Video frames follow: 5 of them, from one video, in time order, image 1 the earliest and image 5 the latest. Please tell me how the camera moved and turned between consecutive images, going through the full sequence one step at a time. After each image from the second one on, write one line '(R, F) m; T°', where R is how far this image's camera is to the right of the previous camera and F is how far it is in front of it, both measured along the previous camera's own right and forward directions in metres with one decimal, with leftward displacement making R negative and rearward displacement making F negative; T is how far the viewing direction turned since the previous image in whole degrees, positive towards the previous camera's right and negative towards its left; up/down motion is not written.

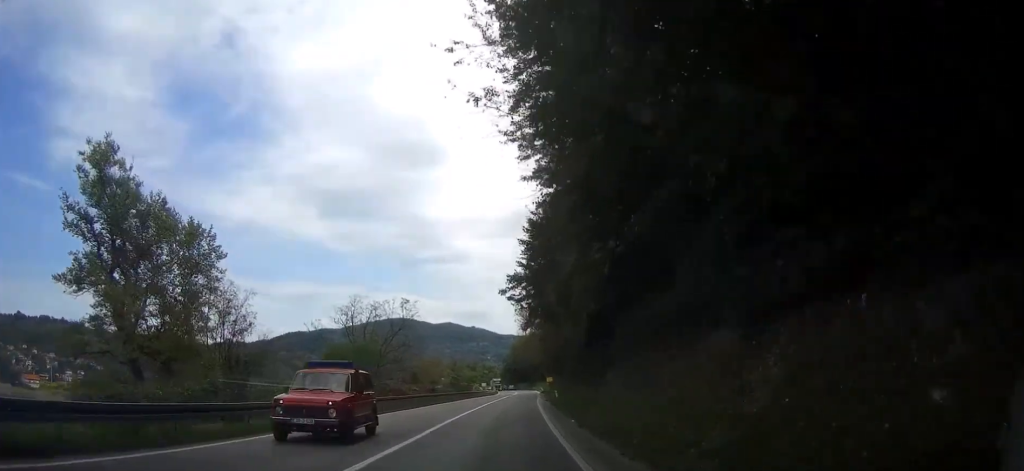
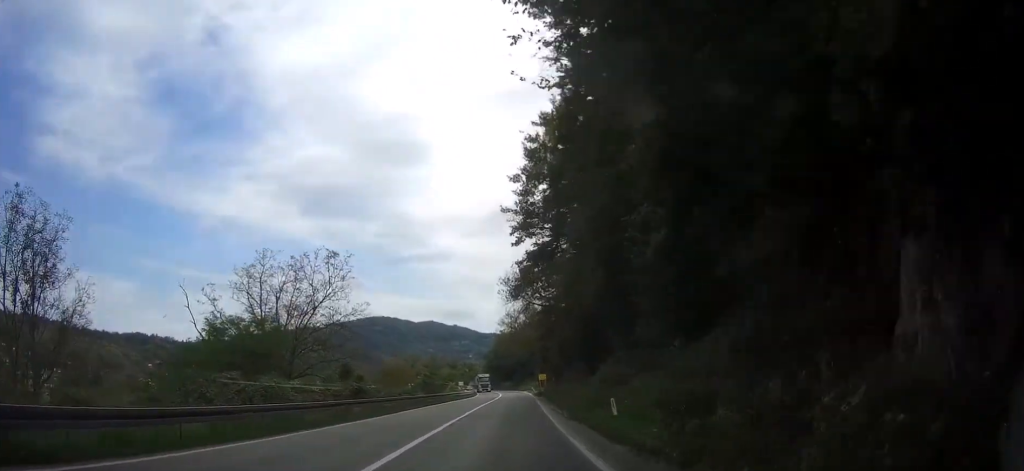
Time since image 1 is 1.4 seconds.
(+0.2, +29.0) m; +1°
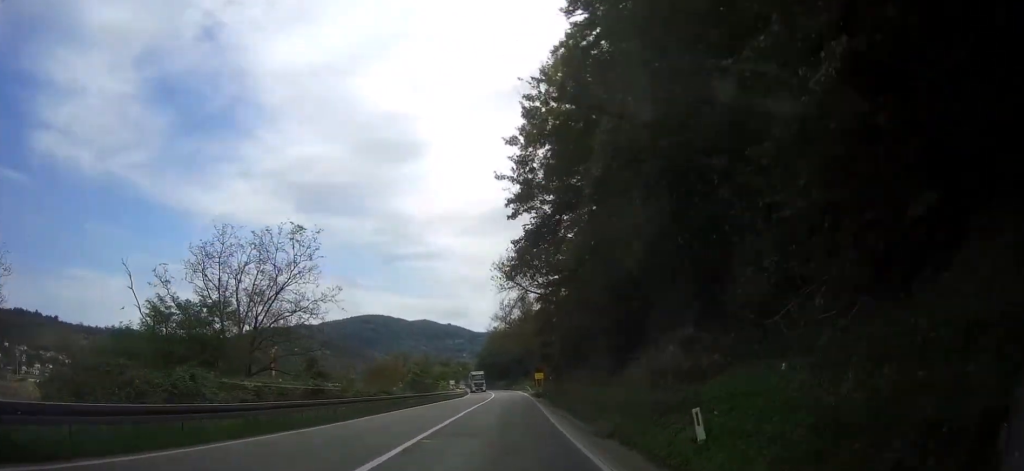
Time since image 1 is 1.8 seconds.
(0.0, +8.0) m; 0°
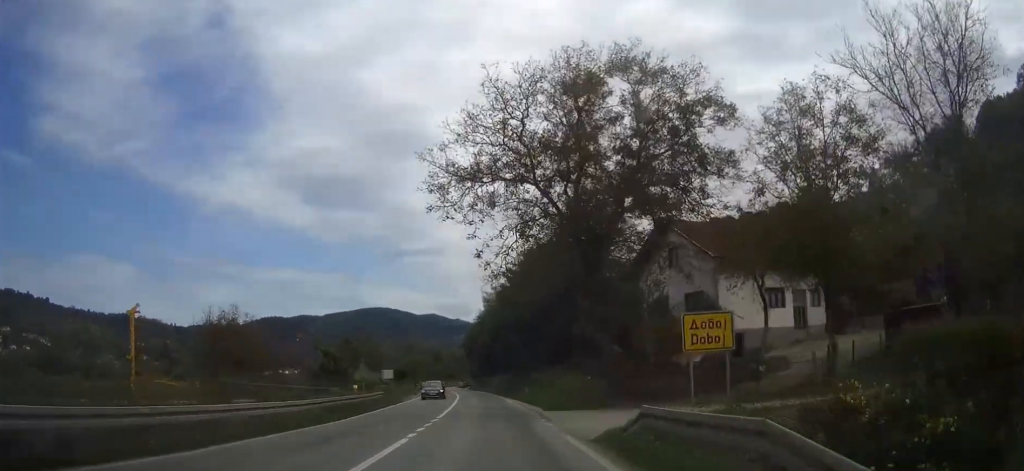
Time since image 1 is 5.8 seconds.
(+1.5, +79.5) m; 0°
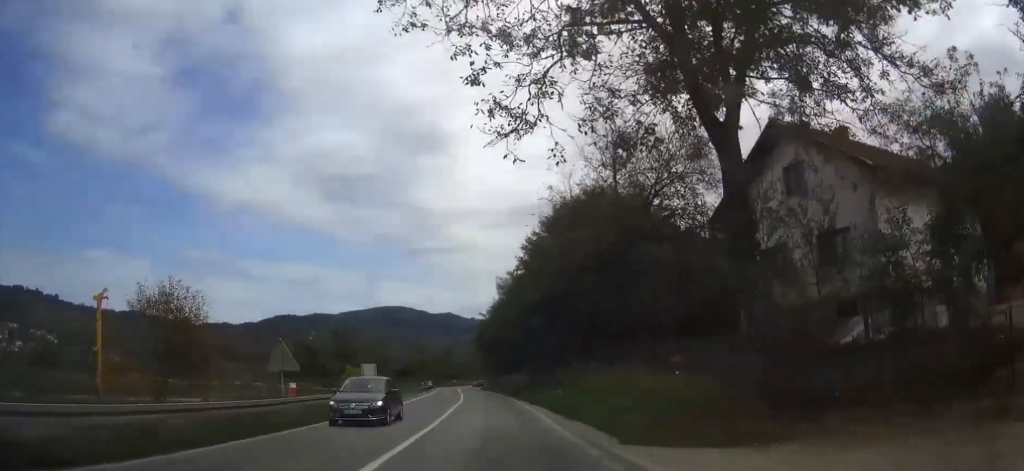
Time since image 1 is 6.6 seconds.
(-0.3, +15.6) m; -1°
